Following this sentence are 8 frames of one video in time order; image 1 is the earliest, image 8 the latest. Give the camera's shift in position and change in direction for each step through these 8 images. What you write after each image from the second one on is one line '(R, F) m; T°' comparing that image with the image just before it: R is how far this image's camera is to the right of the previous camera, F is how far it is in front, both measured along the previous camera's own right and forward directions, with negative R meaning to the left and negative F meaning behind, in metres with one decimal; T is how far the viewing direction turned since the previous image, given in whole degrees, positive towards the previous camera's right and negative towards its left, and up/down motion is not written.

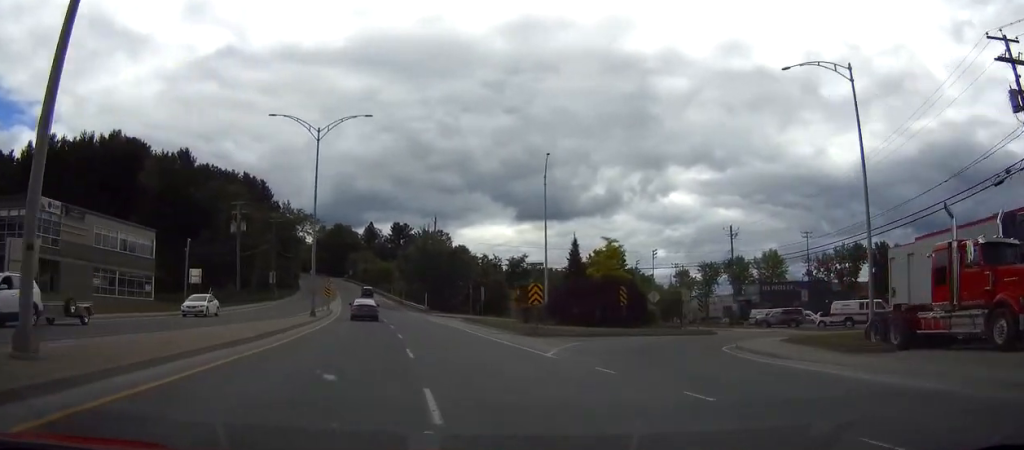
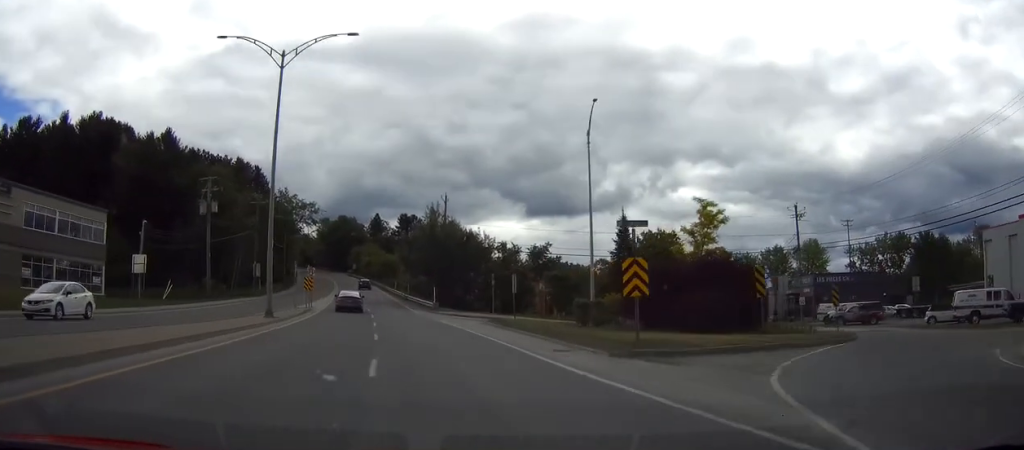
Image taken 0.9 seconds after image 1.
(0.0, +14.0) m; -1°
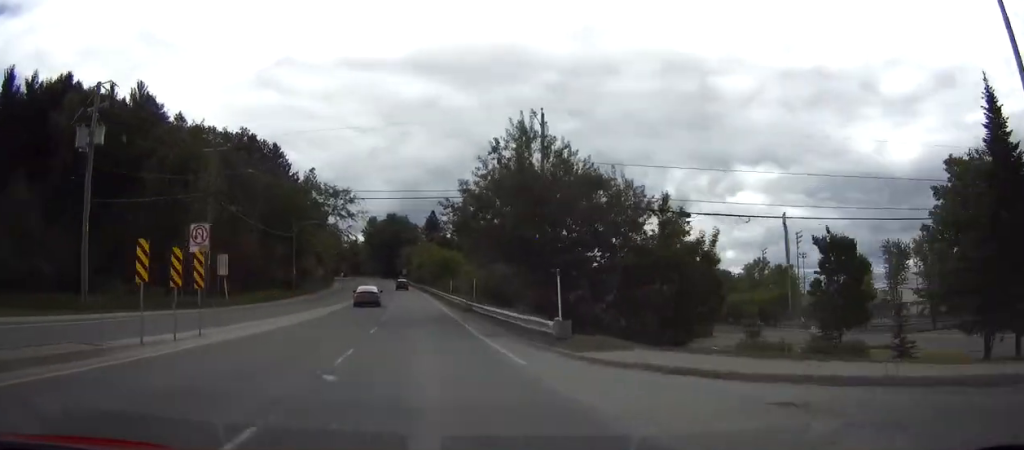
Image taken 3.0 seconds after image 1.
(-1.4, +34.3) m; -5°
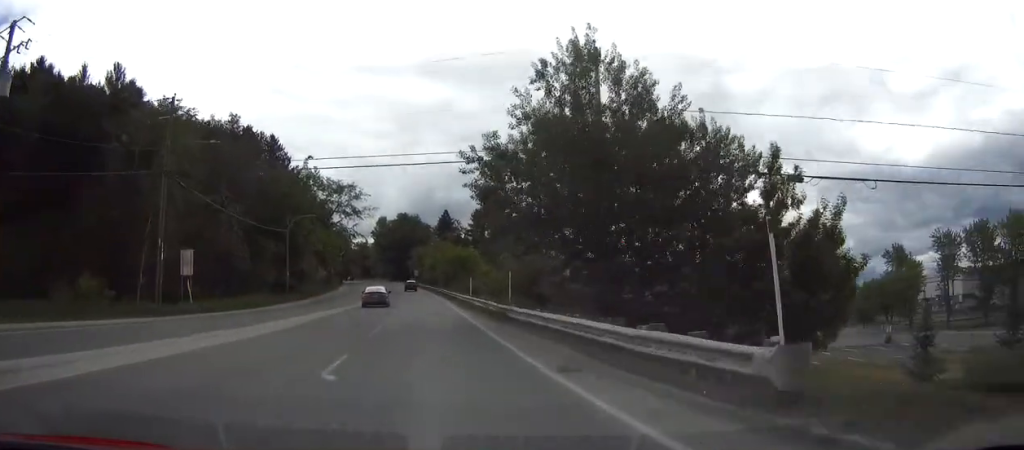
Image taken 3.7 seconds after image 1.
(-0.2, +10.8) m; -1°
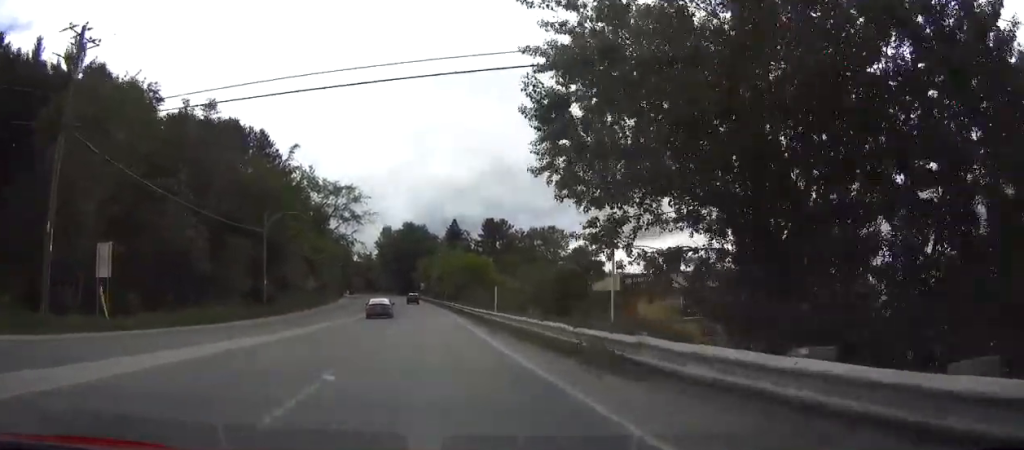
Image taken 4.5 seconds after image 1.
(-0.1, +12.8) m; 0°
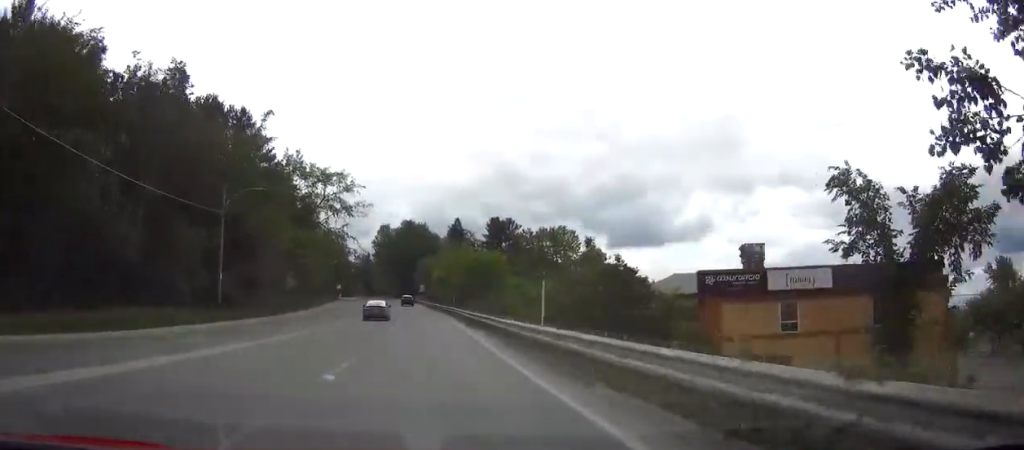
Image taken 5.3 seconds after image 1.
(+0.1, +12.8) m; 0°
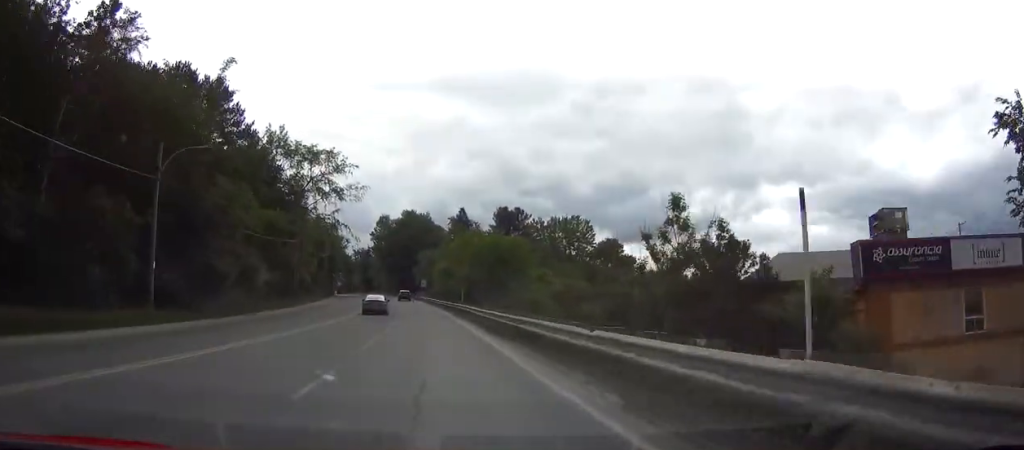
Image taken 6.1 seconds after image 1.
(0.0, +12.2) m; 0°
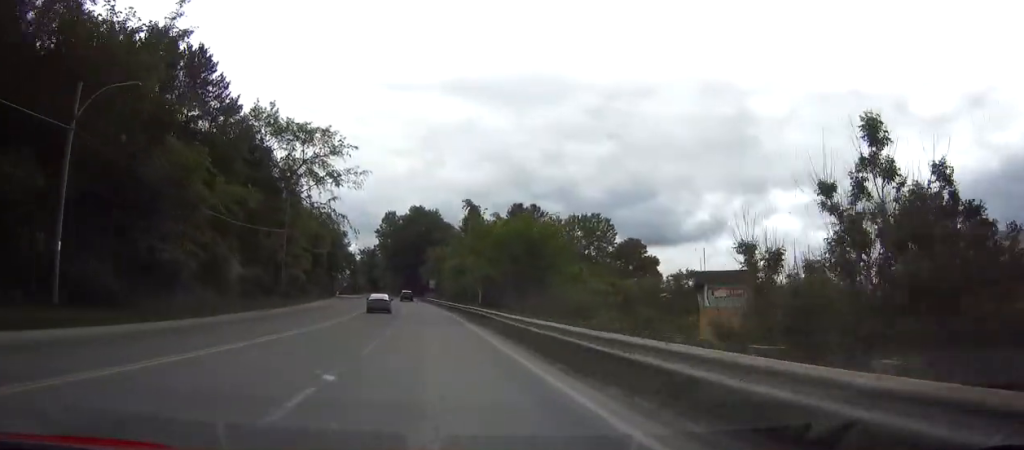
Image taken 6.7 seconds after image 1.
(0.0, +10.5) m; -1°
